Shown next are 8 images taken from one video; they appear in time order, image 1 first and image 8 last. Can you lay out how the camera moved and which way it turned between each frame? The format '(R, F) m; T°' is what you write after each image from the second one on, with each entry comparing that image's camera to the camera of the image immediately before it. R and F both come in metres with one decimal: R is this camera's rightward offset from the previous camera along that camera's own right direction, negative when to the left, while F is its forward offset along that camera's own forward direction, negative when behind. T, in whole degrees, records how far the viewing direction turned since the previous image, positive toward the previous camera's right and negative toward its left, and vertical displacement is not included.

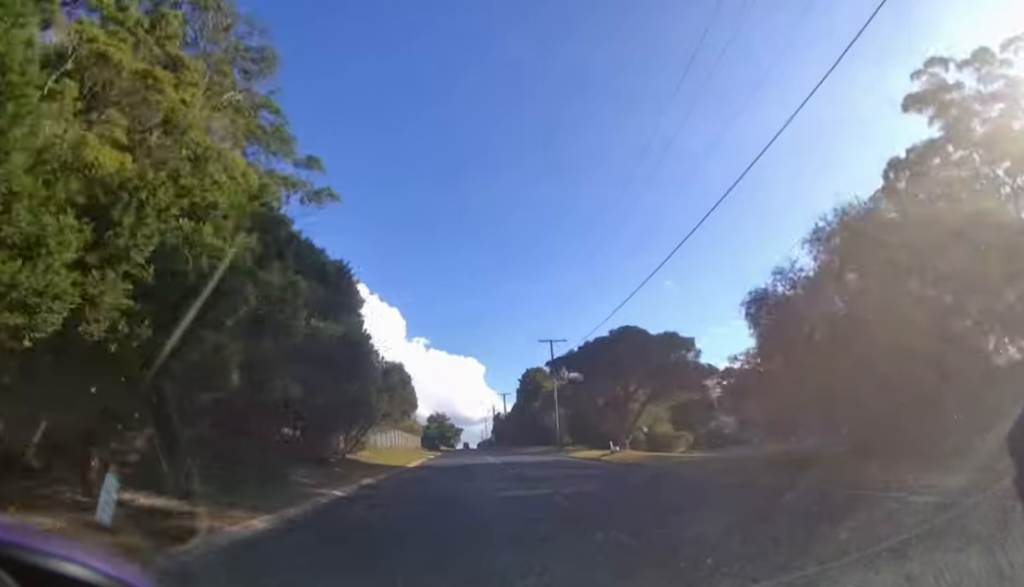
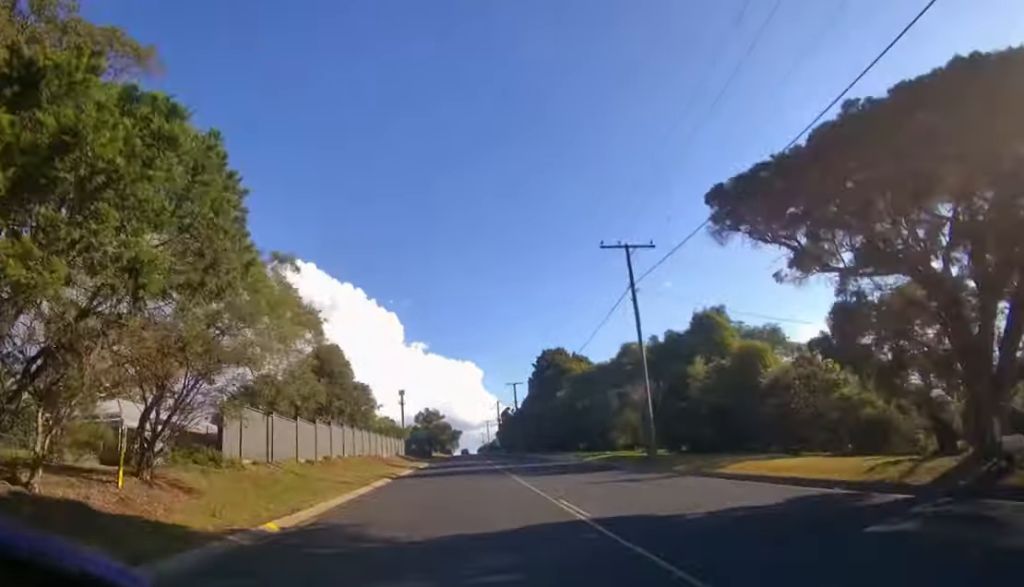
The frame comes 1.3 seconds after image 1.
(0.0, +24.9) m; 0°
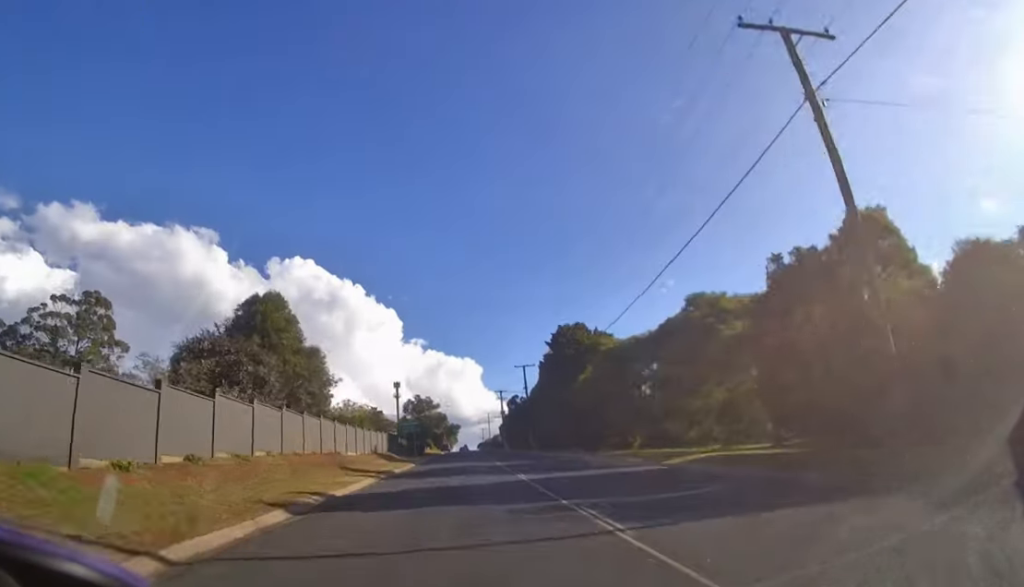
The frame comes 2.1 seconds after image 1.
(0.0, +15.0) m; 0°
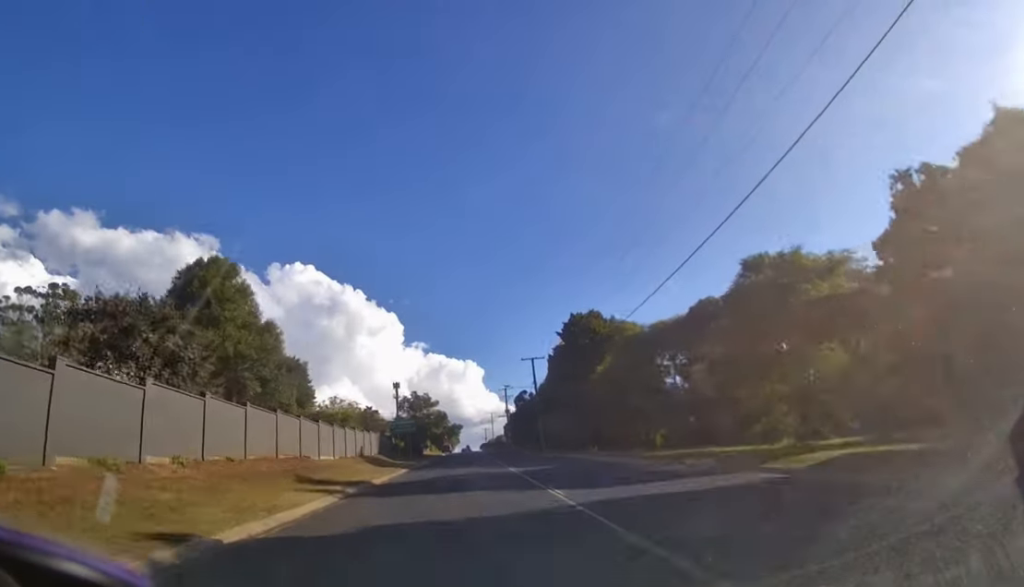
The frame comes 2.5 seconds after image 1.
(0.0, +8.7) m; 0°
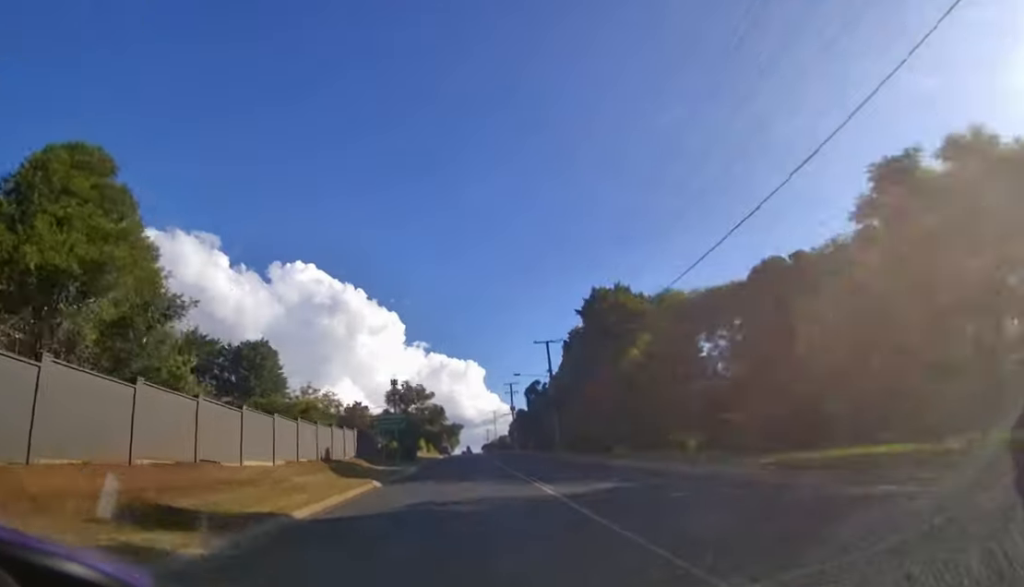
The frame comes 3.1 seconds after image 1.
(0.0, +10.8) m; 0°
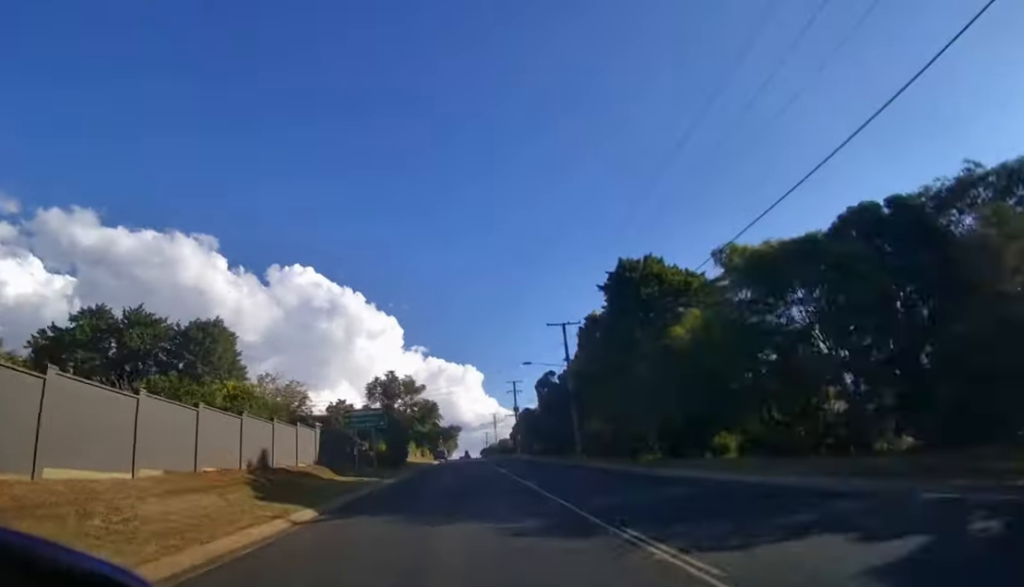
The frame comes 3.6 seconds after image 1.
(0.0, +9.8) m; 0°
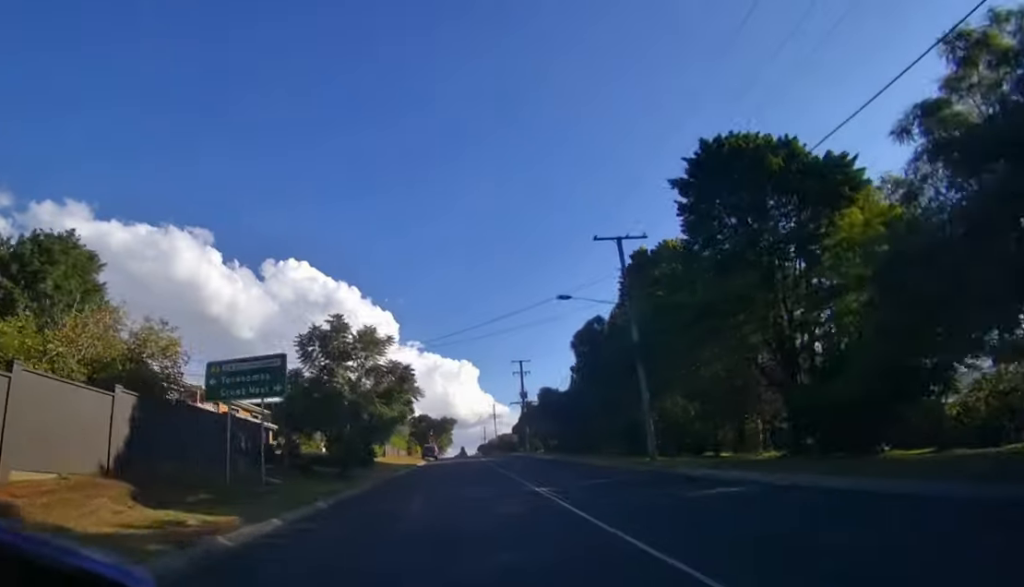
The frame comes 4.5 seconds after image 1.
(0.0, +15.1) m; 0°
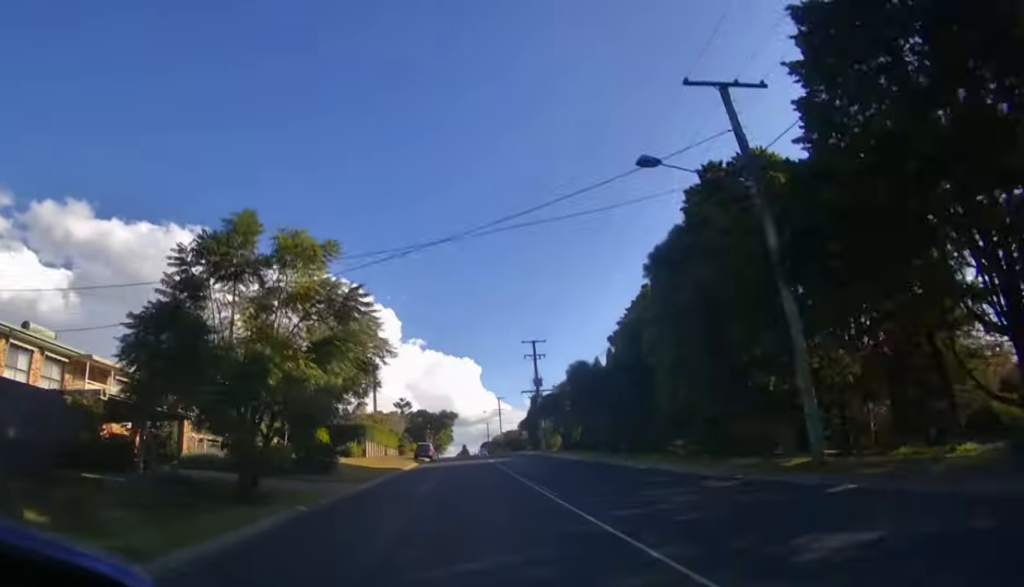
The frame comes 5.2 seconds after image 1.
(0.0, +10.0) m; 0°
